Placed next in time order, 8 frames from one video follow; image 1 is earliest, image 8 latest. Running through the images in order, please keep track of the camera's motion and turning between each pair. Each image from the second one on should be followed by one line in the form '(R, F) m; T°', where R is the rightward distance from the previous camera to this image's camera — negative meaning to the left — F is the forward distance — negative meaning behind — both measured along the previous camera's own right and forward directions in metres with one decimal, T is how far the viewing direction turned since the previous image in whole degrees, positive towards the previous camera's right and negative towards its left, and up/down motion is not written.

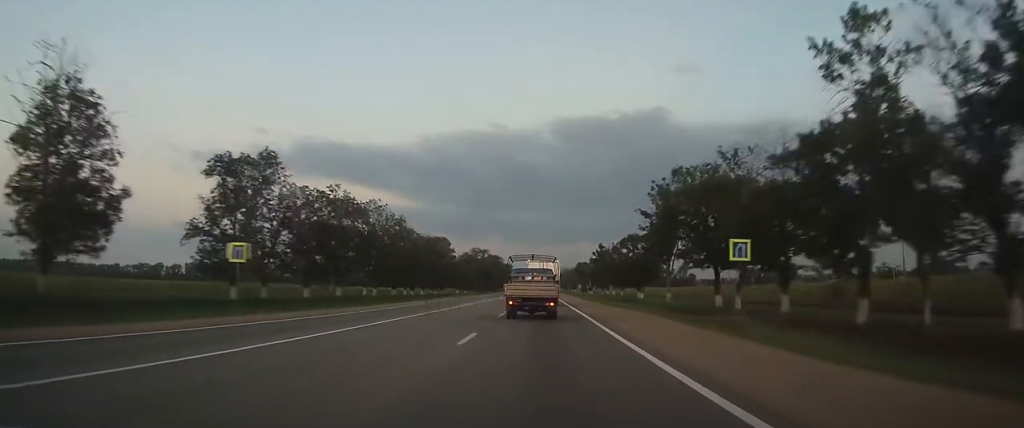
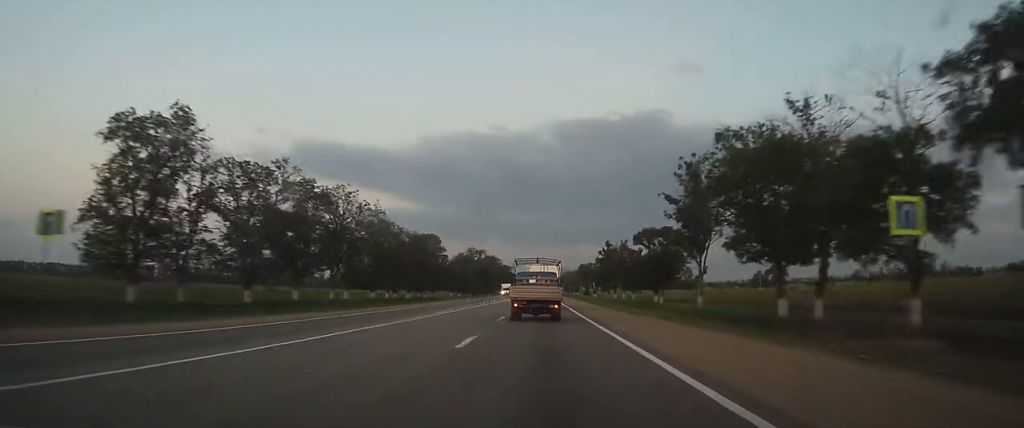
(0.0, +12.5) m; 0°
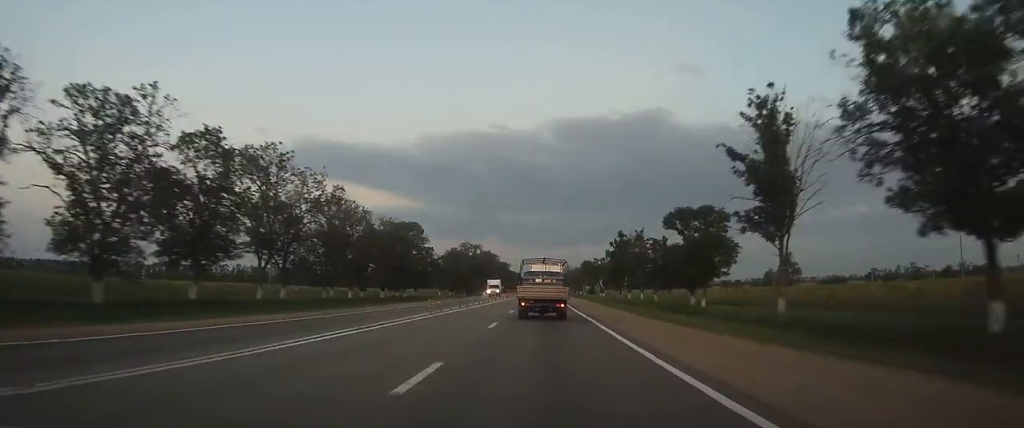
(0.0, +17.5) m; 0°
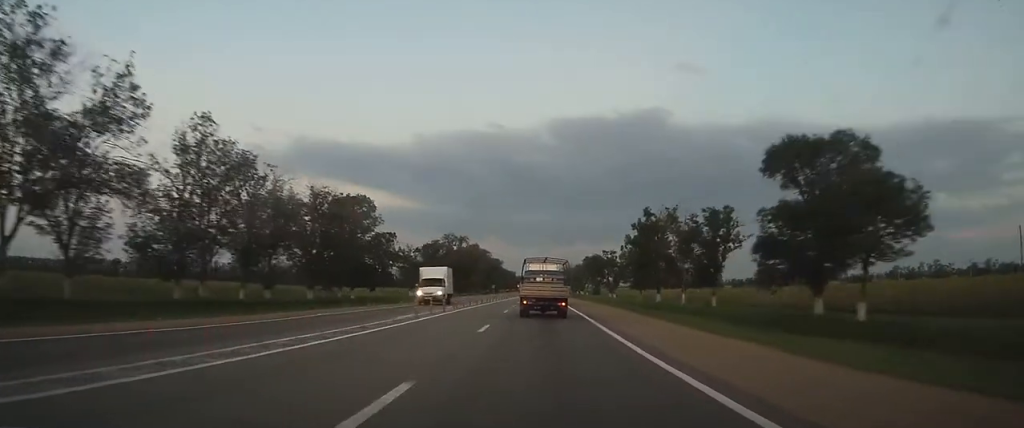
(+0.1, +26.3) m; 0°
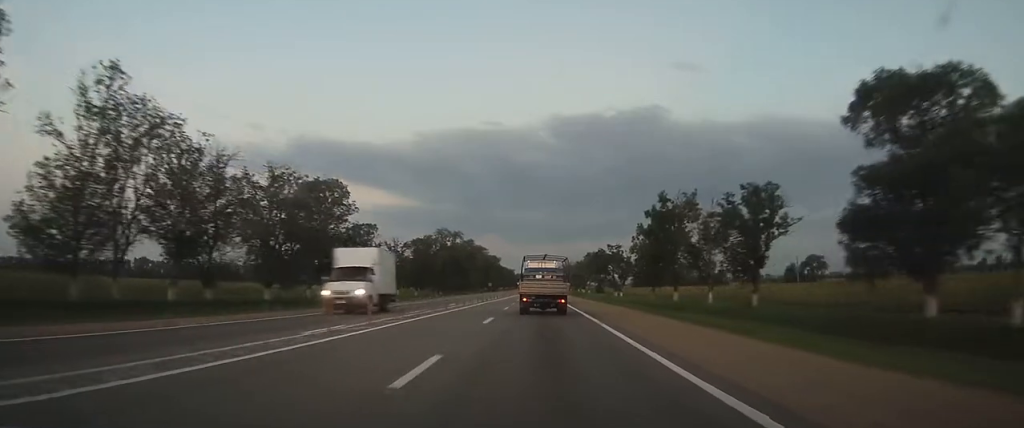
(0.0, +9.5) m; 0°
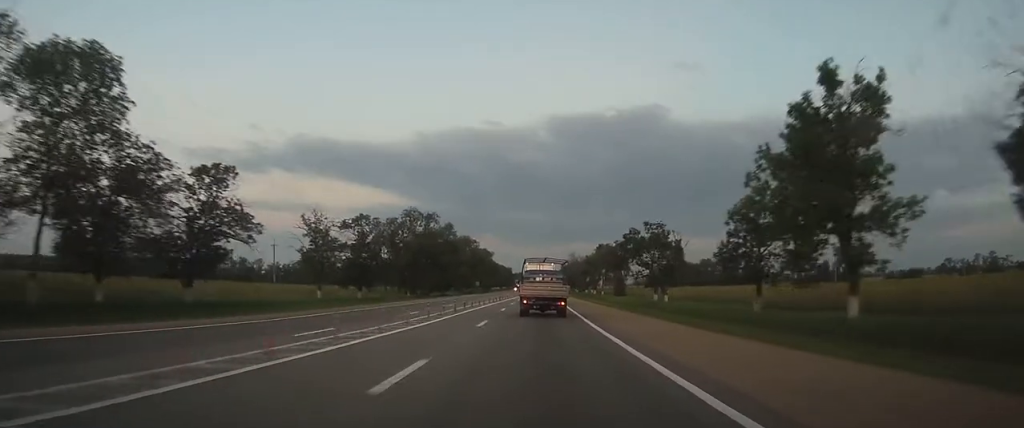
(0.0, +36.0) m; 0°
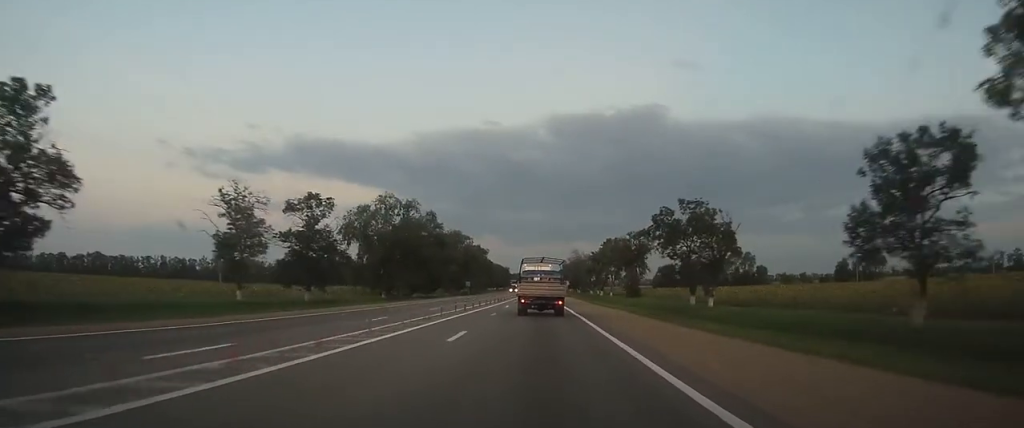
(0.0, +17.7) m; 0°
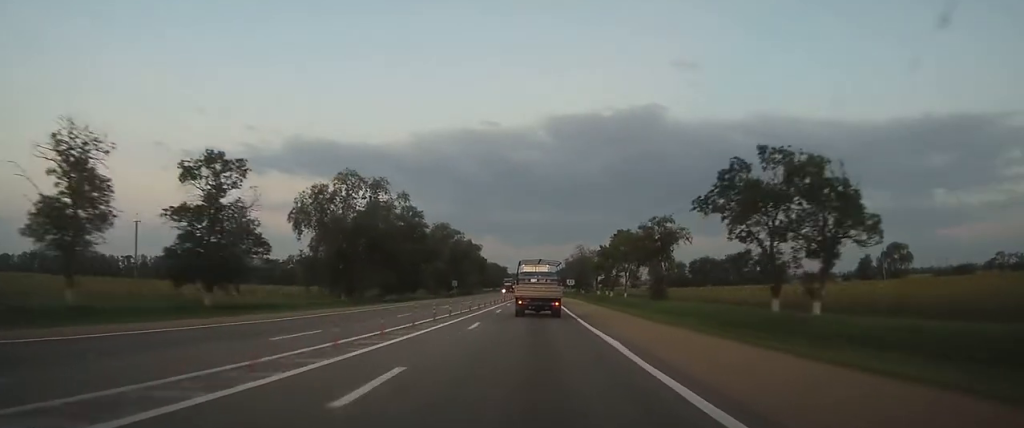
(+0.1, +19.2) m; 0°
